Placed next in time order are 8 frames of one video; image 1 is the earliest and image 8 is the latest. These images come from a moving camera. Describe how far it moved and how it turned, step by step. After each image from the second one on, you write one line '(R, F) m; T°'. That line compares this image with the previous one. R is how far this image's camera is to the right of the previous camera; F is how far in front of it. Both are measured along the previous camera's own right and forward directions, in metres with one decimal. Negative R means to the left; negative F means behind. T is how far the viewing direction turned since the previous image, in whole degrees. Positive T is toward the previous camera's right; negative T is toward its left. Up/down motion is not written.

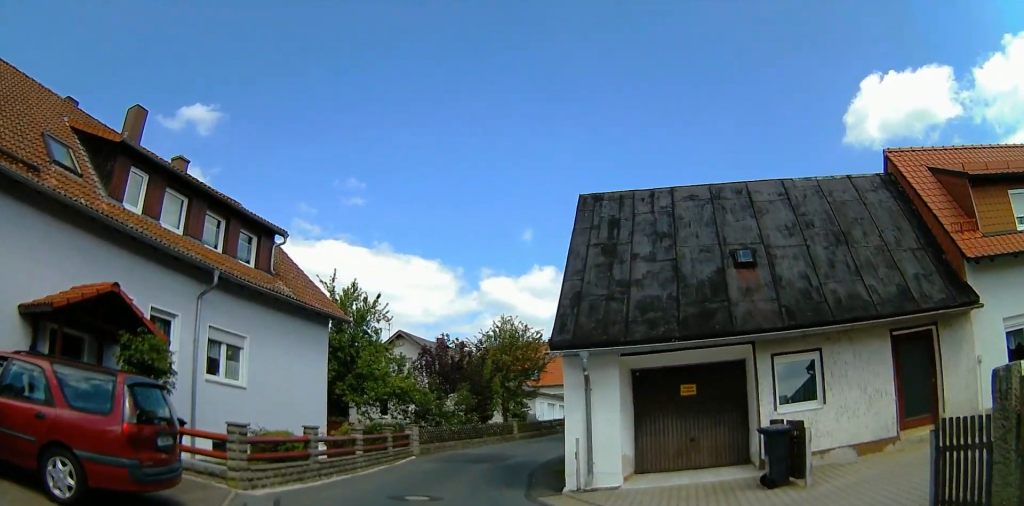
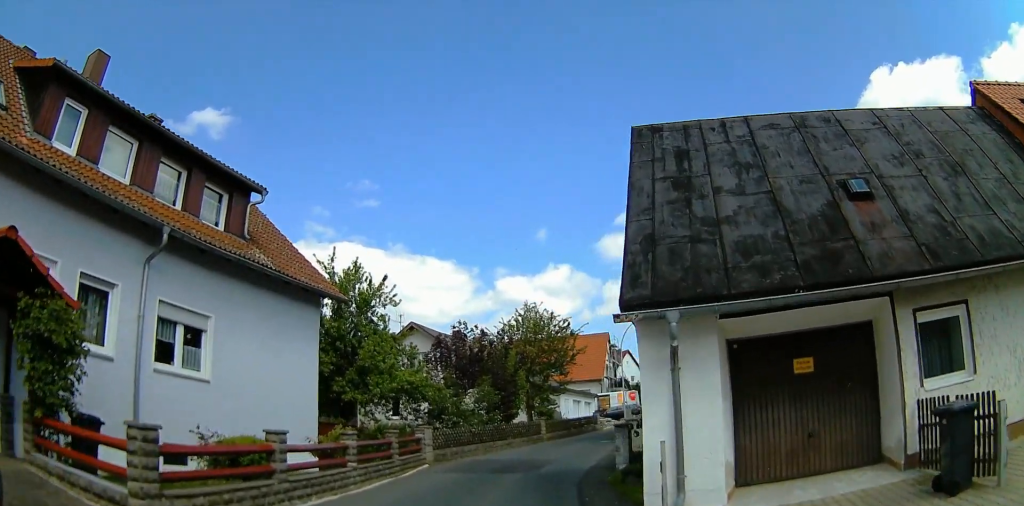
(-0.1, +3.8) m; -3°
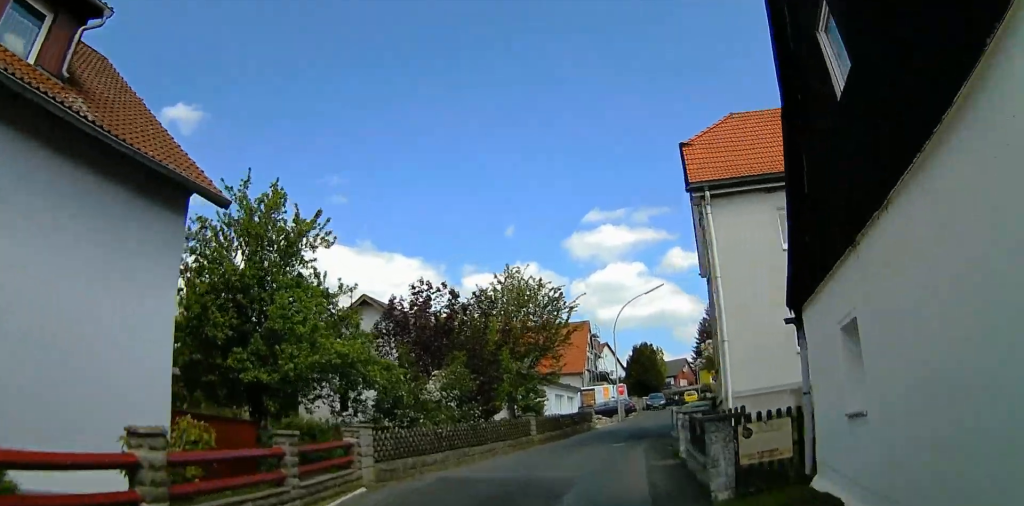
(-0.3, +7.2) m; +6°
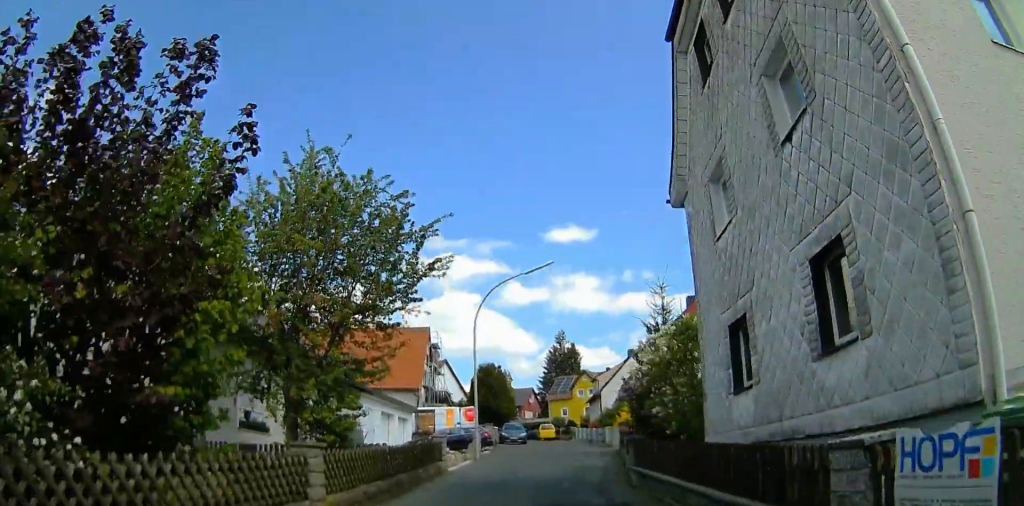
(+2.5, +13.1) m; +16°
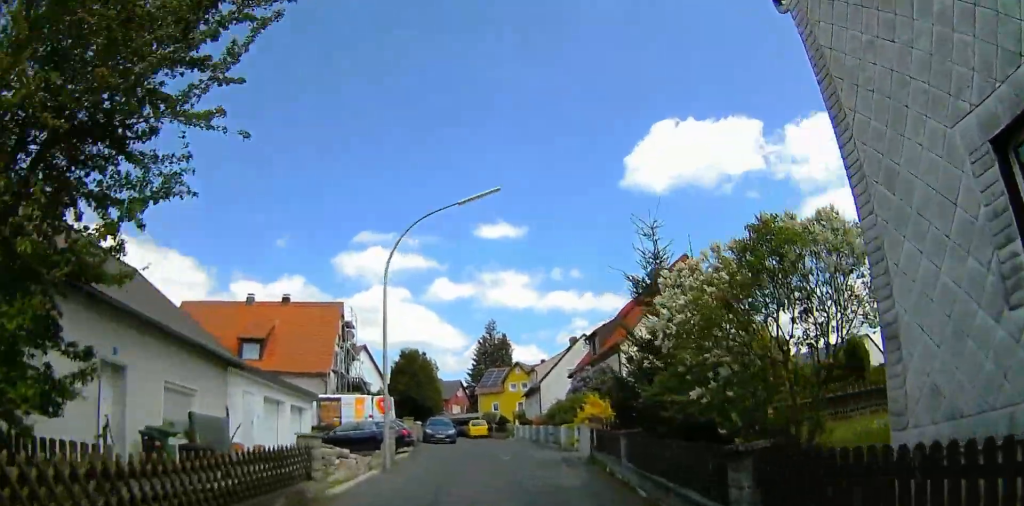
(0.0, +8.2) m; 0°
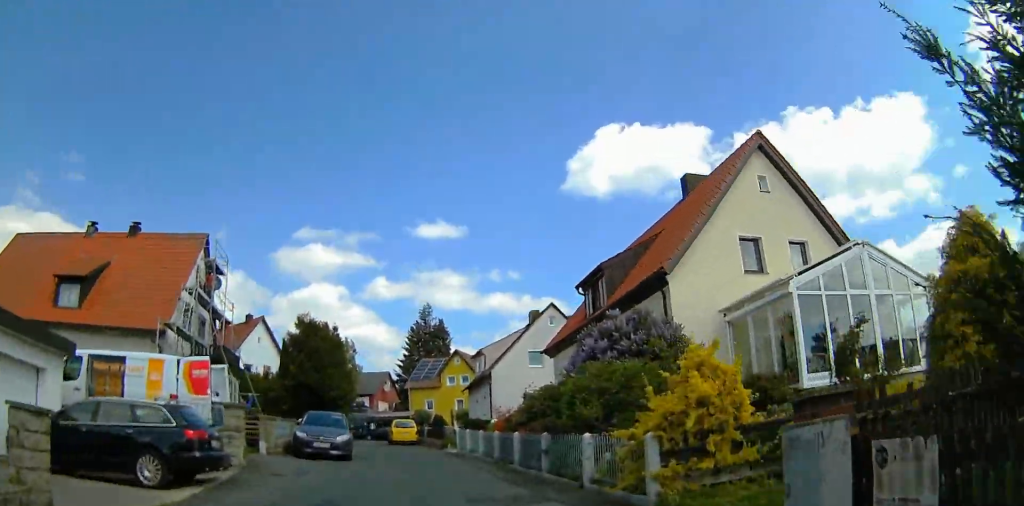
(+0.3, +14.3) m; +7°
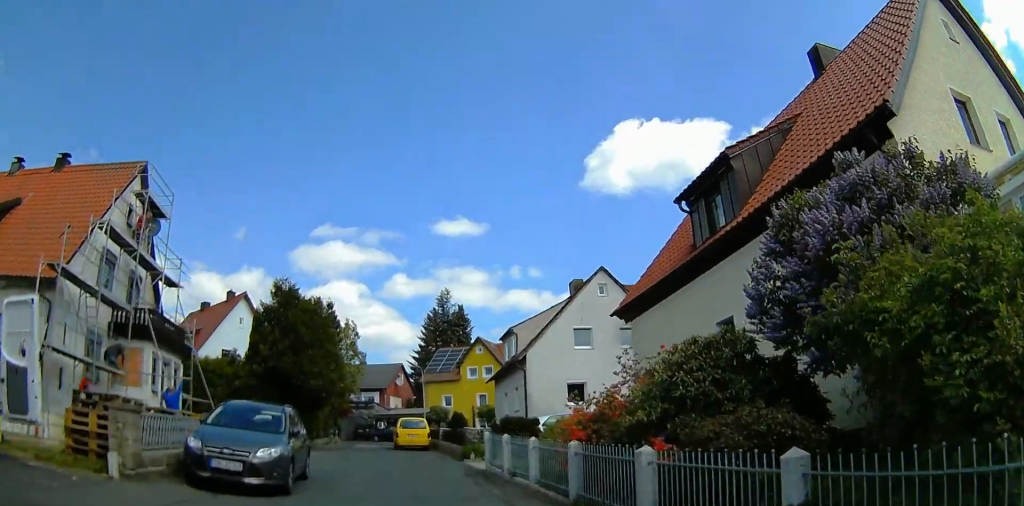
(+0.8, +9.0) m; +5°
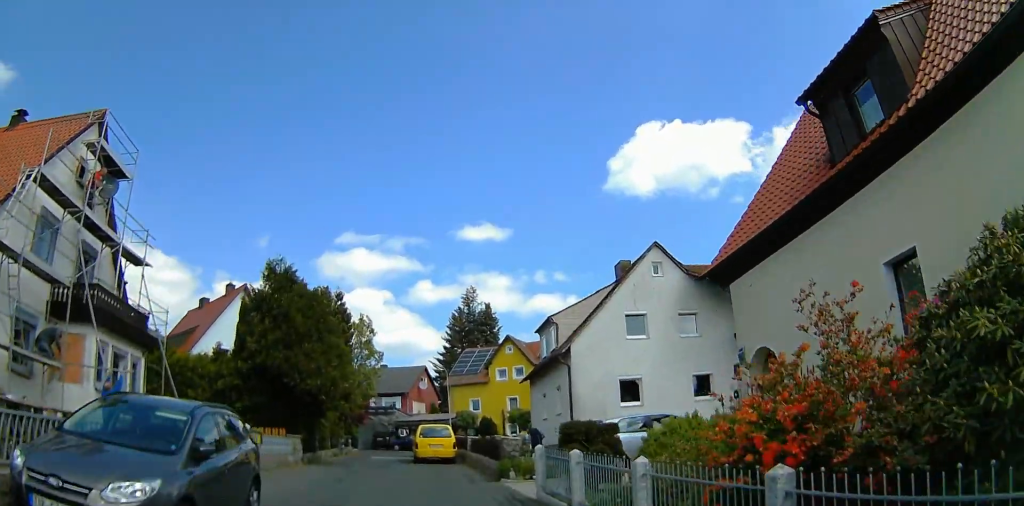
(+0.1, +5.3) m; -4°
